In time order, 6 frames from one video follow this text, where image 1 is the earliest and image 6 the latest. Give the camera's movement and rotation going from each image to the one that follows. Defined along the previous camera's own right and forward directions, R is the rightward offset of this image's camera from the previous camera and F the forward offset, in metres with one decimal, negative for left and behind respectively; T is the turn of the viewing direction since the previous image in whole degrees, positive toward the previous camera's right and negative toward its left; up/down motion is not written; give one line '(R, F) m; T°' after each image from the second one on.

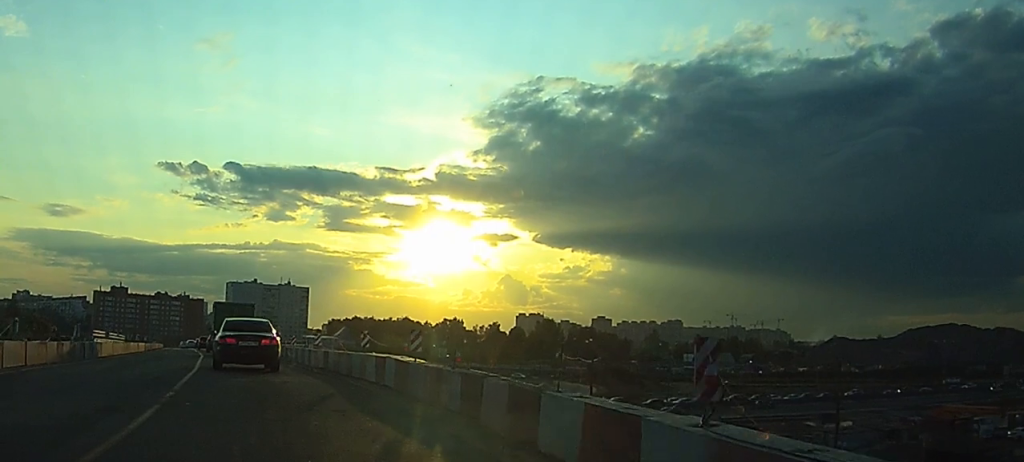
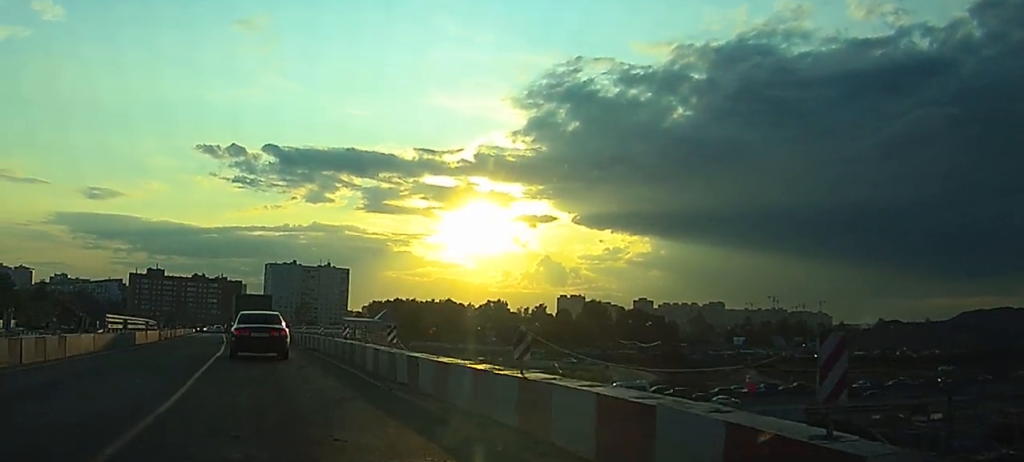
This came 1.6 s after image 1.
(-0.7, +10.2) m; -7°
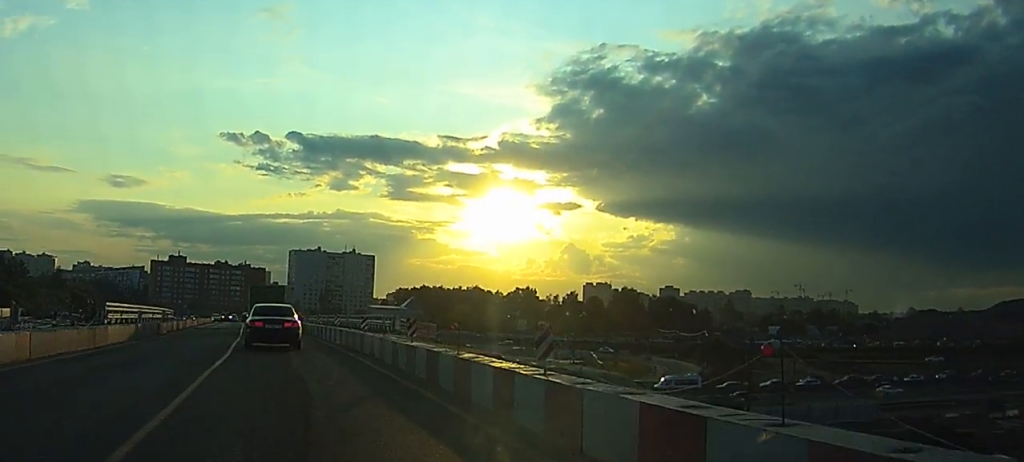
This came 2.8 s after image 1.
(-0.3, +8.6) m; 0°
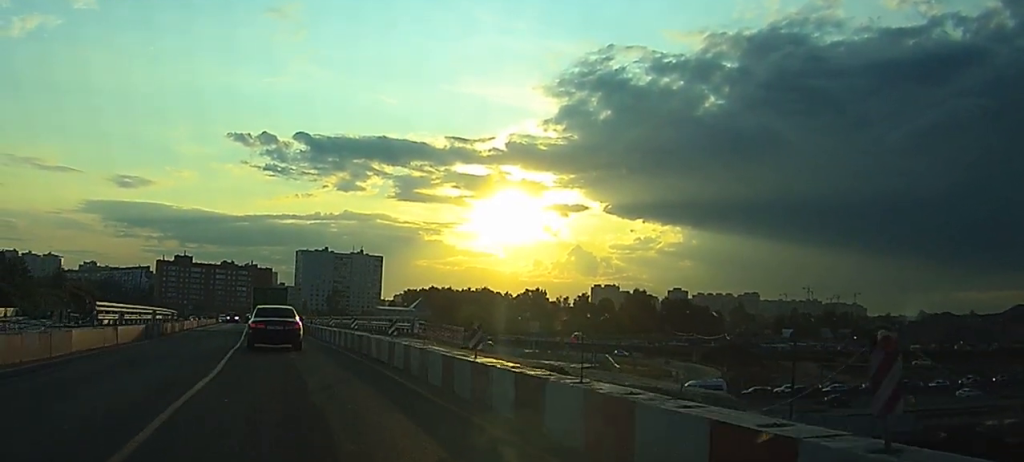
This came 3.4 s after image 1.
(+0.1, +4.8) m; +1°
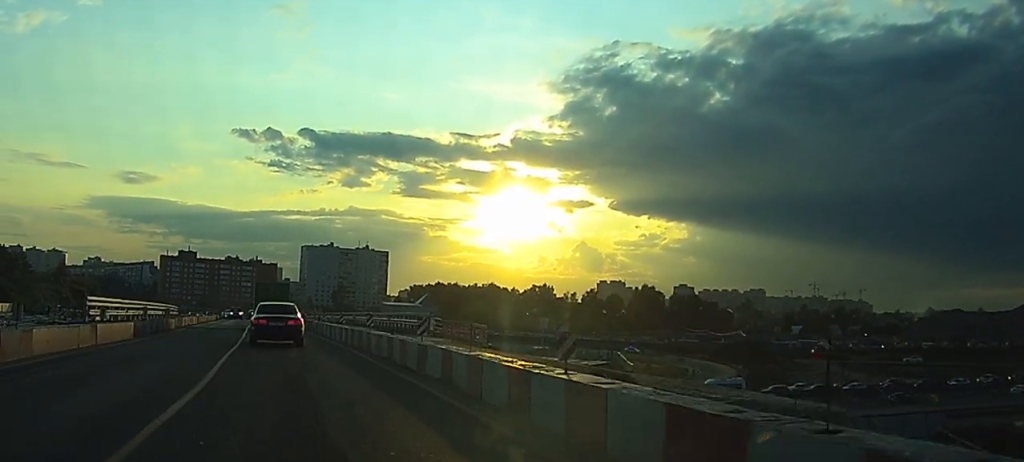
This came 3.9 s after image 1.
(+0.2, +3.4) m; +1°
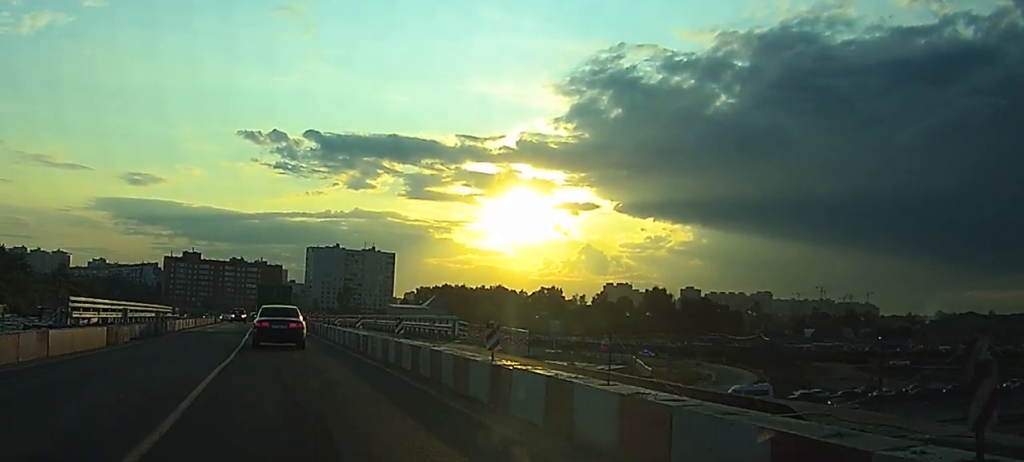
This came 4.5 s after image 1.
(-0.1, +5.0) m; -2°
